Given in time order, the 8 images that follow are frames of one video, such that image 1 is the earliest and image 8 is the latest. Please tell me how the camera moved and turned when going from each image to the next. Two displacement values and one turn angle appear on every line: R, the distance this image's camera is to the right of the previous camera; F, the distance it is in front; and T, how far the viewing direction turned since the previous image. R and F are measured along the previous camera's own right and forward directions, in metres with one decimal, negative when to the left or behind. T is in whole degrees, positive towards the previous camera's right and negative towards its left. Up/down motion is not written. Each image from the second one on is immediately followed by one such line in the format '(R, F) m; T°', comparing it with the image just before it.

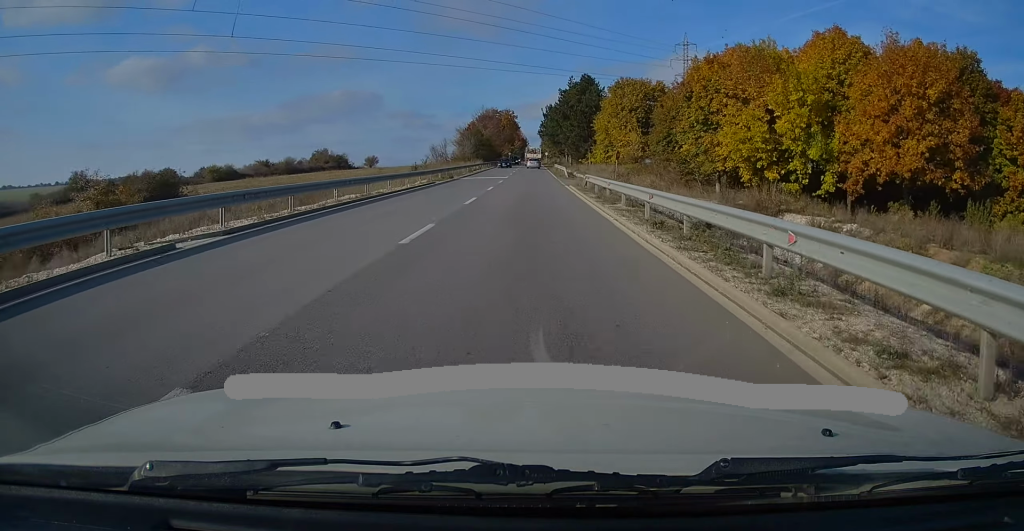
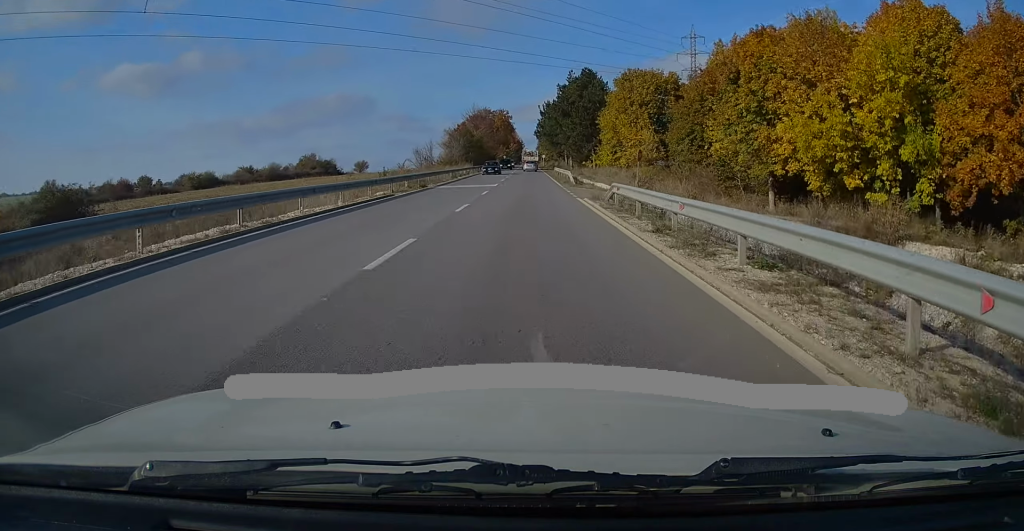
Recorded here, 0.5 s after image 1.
(-0.1, +11.2) m; 0°
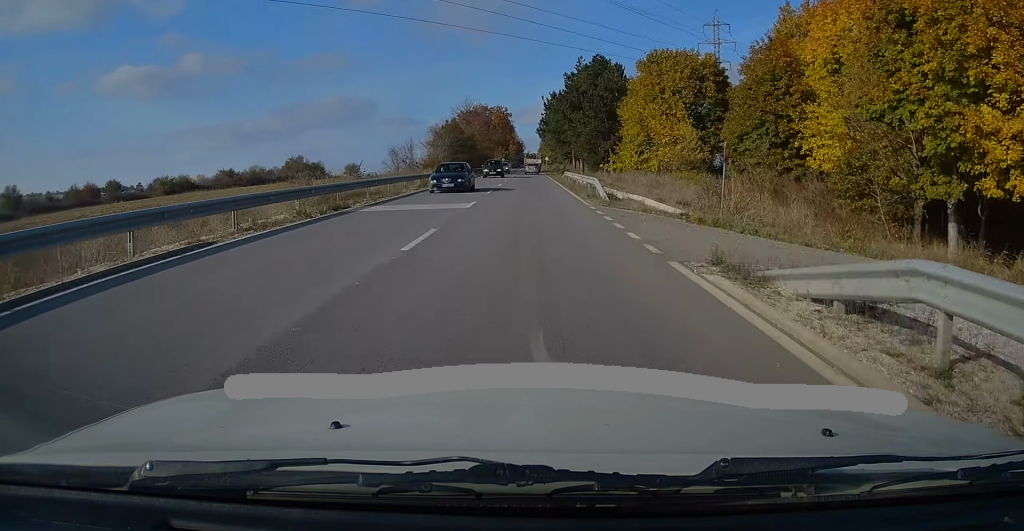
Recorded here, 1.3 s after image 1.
(0.0, +16.5) m; 0°
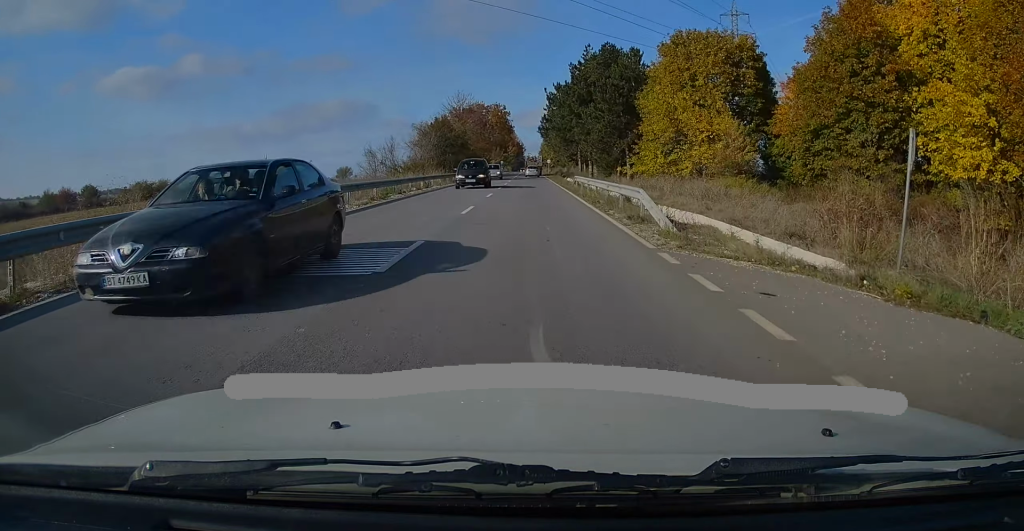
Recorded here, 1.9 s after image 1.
(+0.1, +10.7) m; 0°
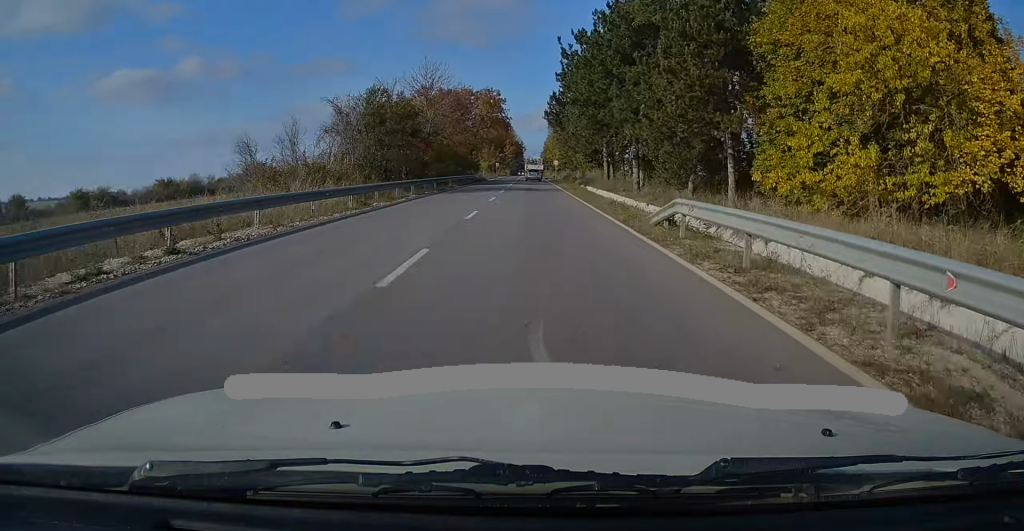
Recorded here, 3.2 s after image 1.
(+0.1, +27.4) m; +1°
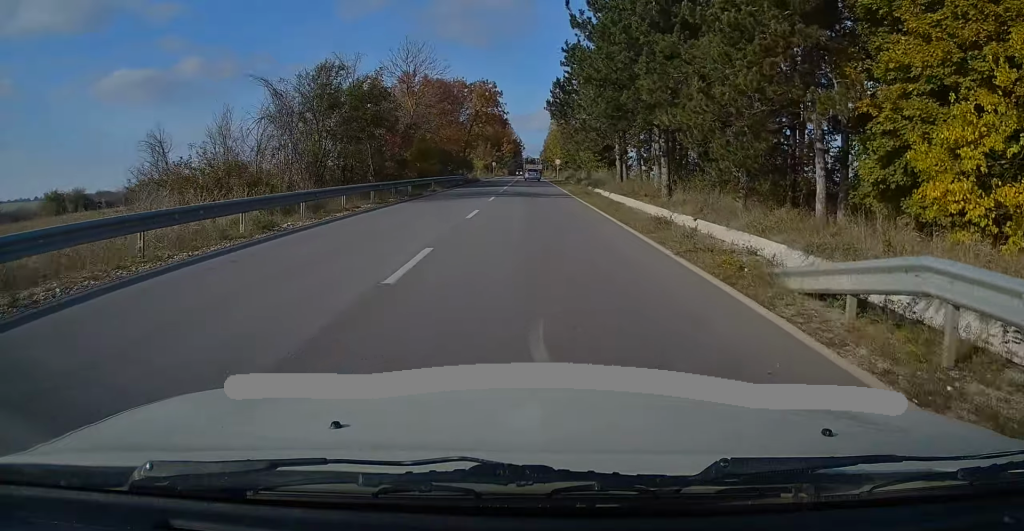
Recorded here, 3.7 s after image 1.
(+0.1, +8.8) m; 0°
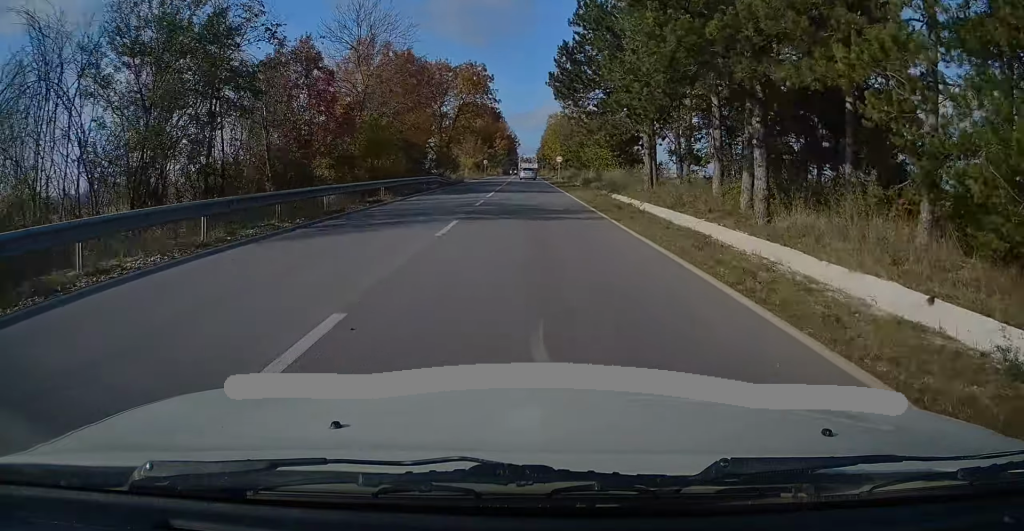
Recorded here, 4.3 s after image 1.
(+0.1, +13.5) m; 0°
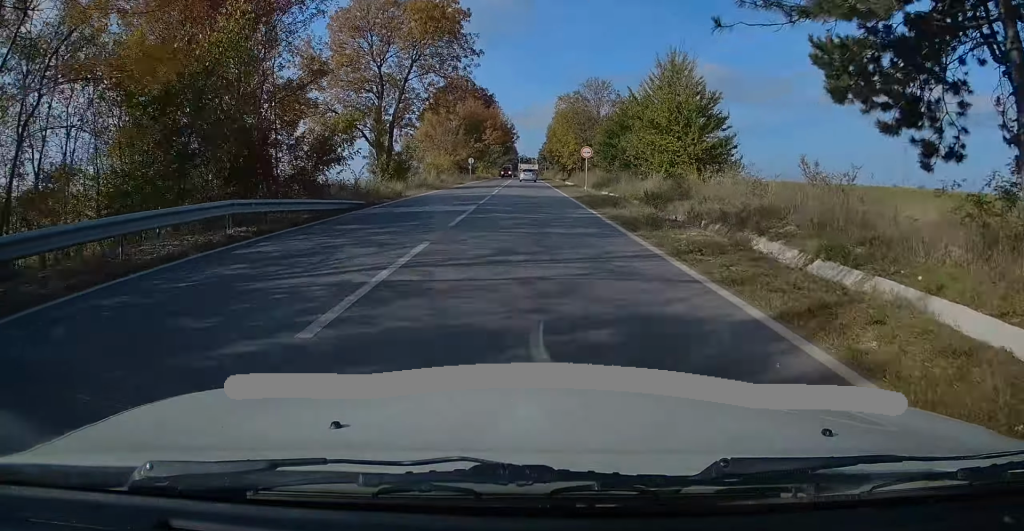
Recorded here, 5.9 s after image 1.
(-0.3, +30.8) m; 0°
